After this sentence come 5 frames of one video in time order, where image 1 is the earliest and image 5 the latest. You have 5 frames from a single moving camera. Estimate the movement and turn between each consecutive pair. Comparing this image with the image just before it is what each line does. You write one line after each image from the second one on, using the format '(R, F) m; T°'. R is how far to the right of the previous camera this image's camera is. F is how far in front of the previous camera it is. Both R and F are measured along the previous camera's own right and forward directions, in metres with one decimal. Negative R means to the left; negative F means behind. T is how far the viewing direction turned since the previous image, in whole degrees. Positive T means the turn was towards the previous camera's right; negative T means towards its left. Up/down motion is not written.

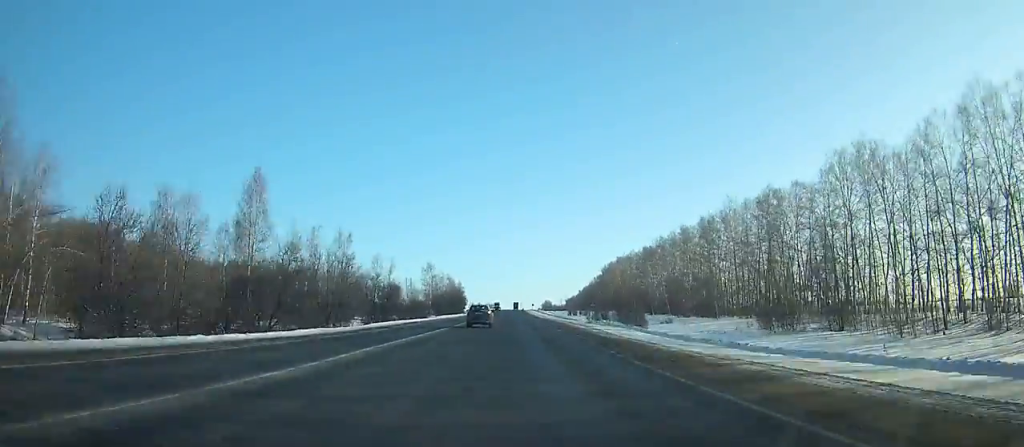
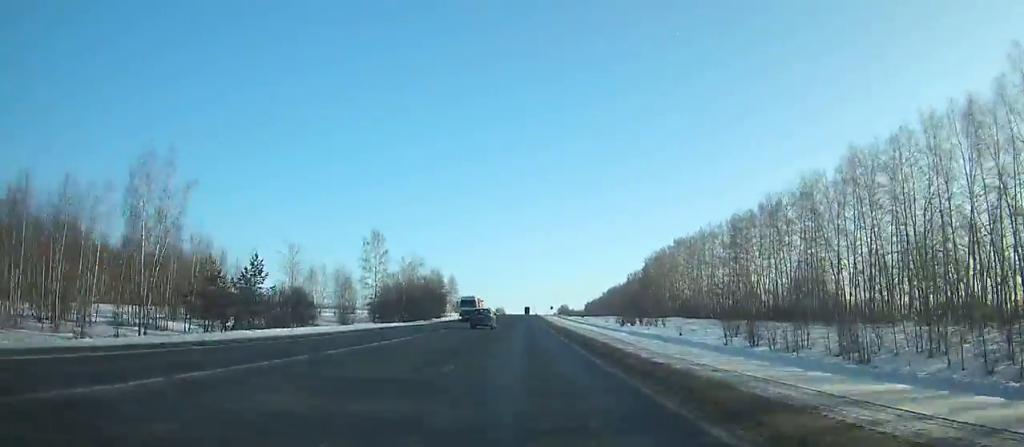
(-0.4, +83.2) m; -1°
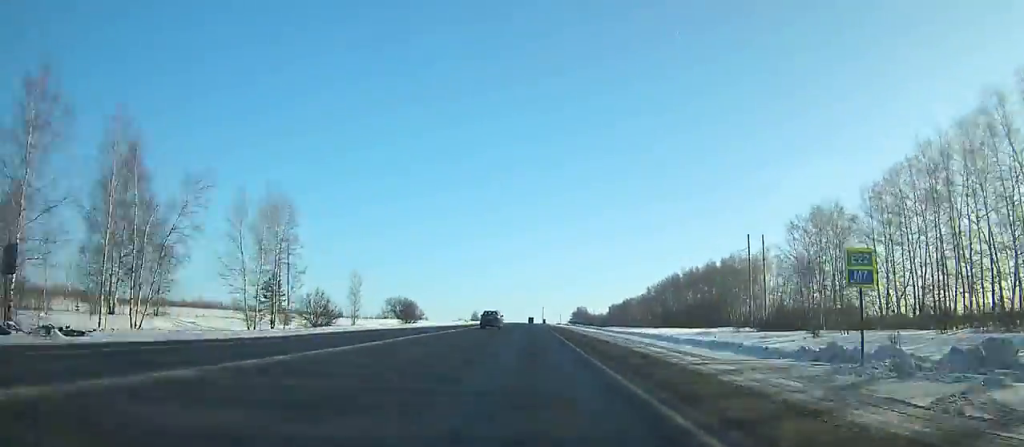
(-0.1, +167.8) m; 0°
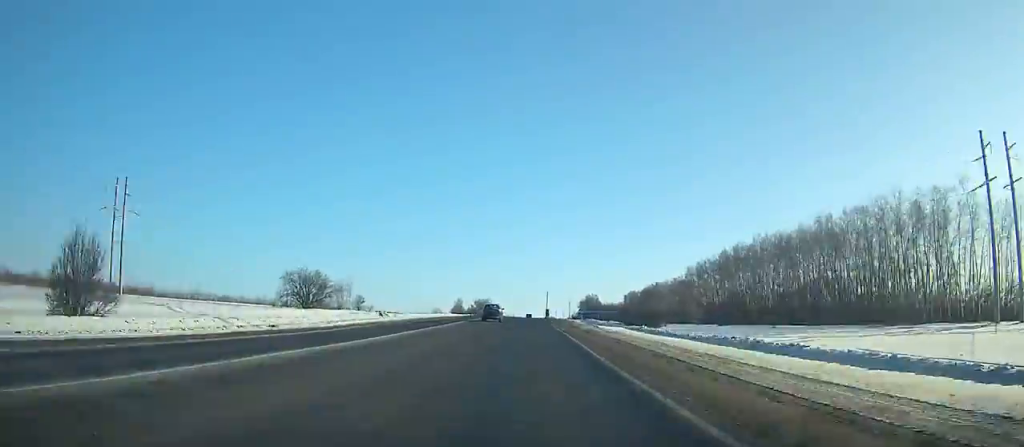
(-0.1, +81.7) m; 0°
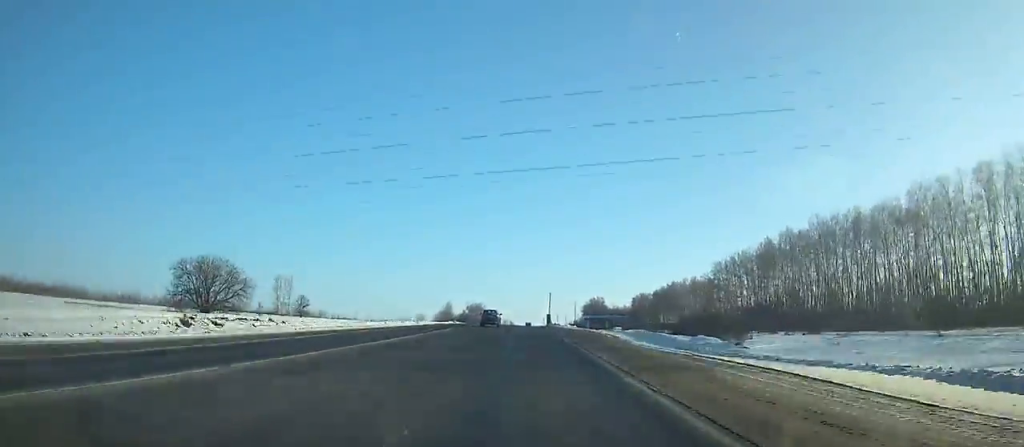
(-0.1, +36.9) m; 0°
